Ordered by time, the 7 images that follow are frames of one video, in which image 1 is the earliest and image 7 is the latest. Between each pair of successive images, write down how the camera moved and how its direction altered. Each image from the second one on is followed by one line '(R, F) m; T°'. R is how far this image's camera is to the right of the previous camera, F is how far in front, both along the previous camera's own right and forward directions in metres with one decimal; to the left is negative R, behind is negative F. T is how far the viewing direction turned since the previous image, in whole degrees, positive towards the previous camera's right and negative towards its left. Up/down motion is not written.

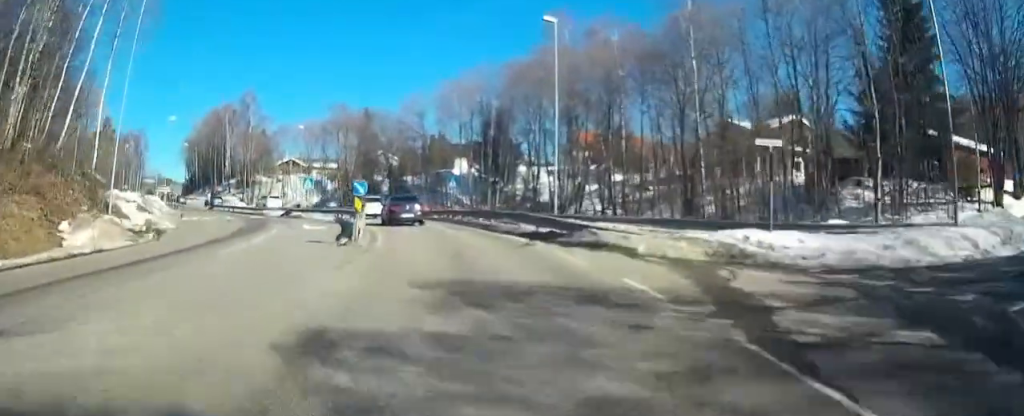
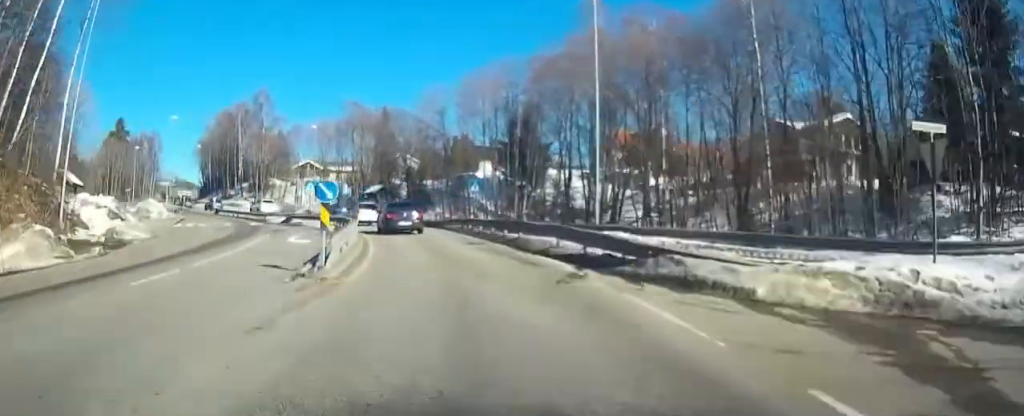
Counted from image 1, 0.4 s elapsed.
(0.0, +5.3) m; -1°
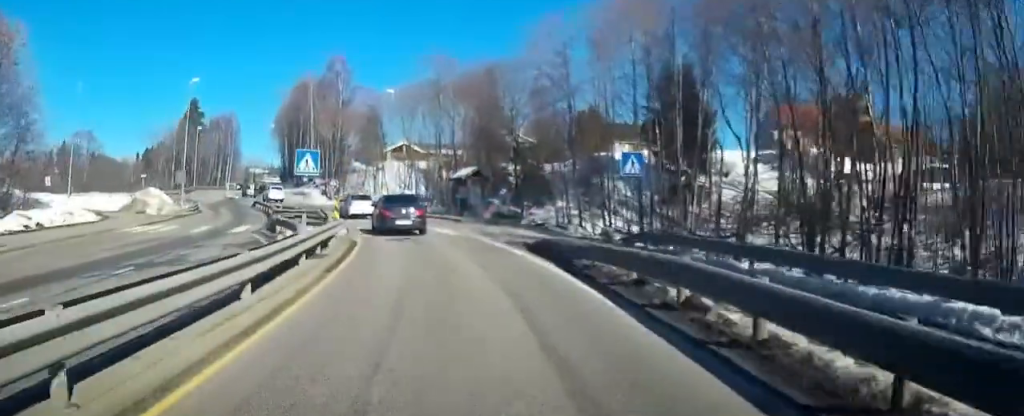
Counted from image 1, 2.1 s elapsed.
(-1.4, +19.9) m; -9°
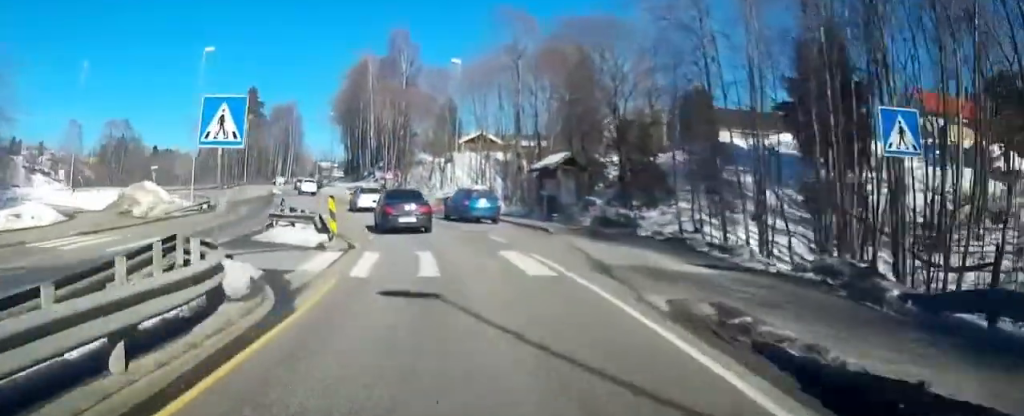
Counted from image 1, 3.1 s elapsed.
(-0.6, +11.6) m; -8°
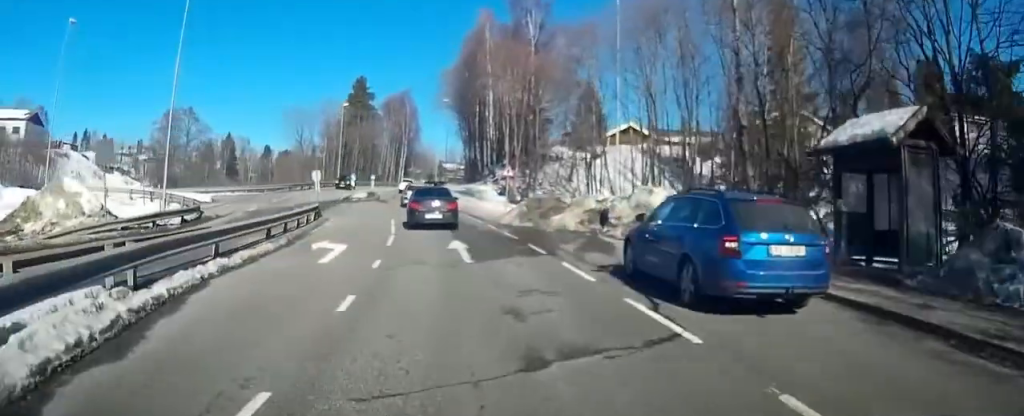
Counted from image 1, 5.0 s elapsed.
(-2.8, +18.4) m; -18°
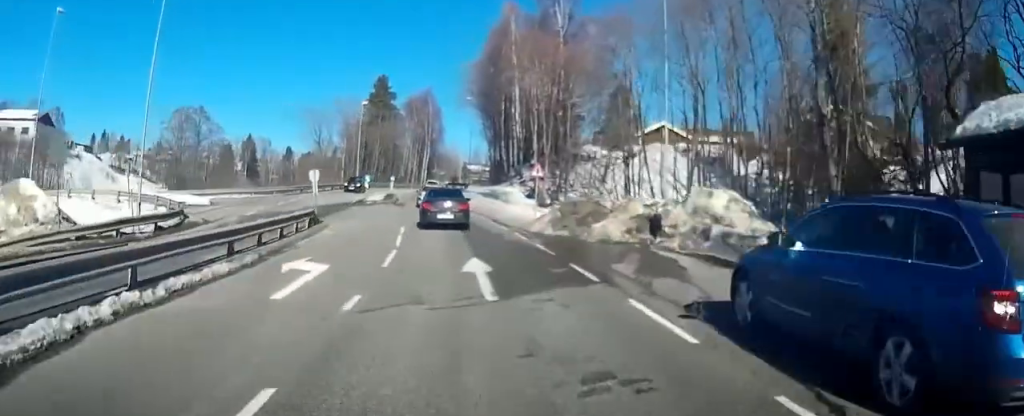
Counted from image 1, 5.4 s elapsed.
(-0.1, +3.9) m; -4°
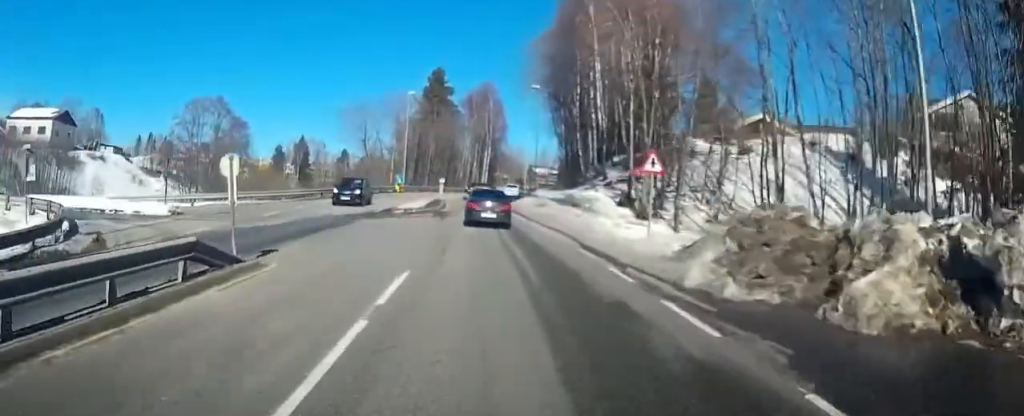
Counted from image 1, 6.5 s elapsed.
(-1.2, +11.4) m; -7°
